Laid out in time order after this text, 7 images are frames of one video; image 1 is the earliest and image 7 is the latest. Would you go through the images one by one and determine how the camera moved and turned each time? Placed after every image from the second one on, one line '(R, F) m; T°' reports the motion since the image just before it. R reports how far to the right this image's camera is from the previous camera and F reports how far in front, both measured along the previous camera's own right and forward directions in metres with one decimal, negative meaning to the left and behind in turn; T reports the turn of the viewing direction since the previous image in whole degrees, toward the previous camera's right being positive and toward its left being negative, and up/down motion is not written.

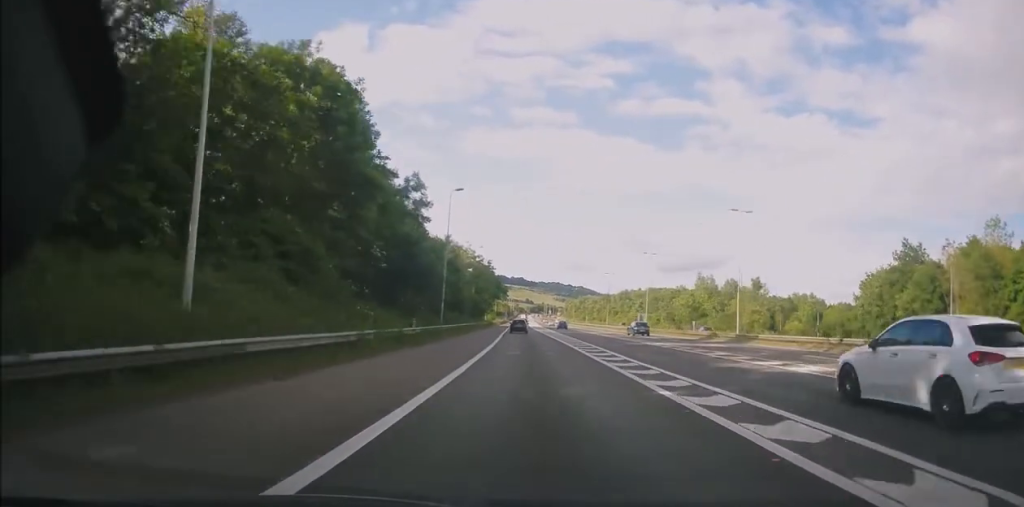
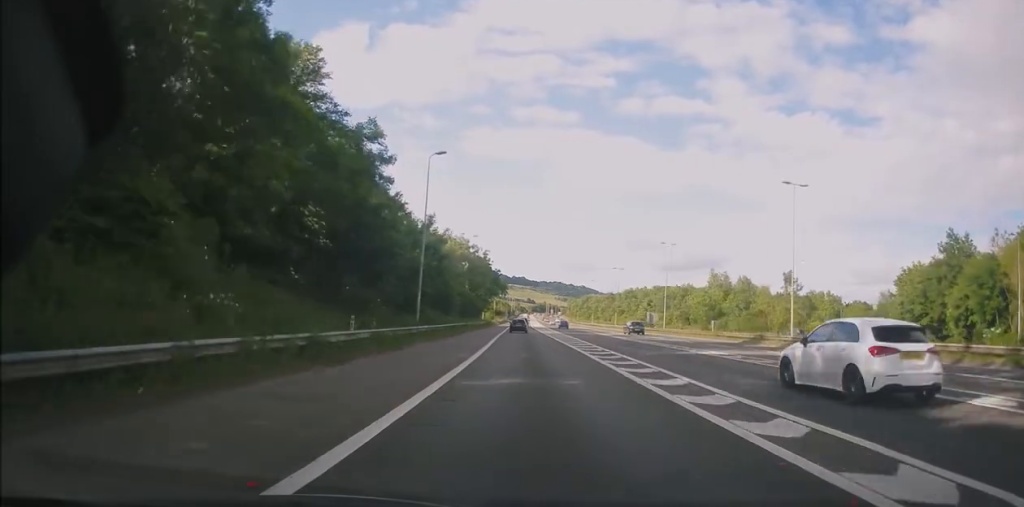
(-0.1, +11.6) m; 0°
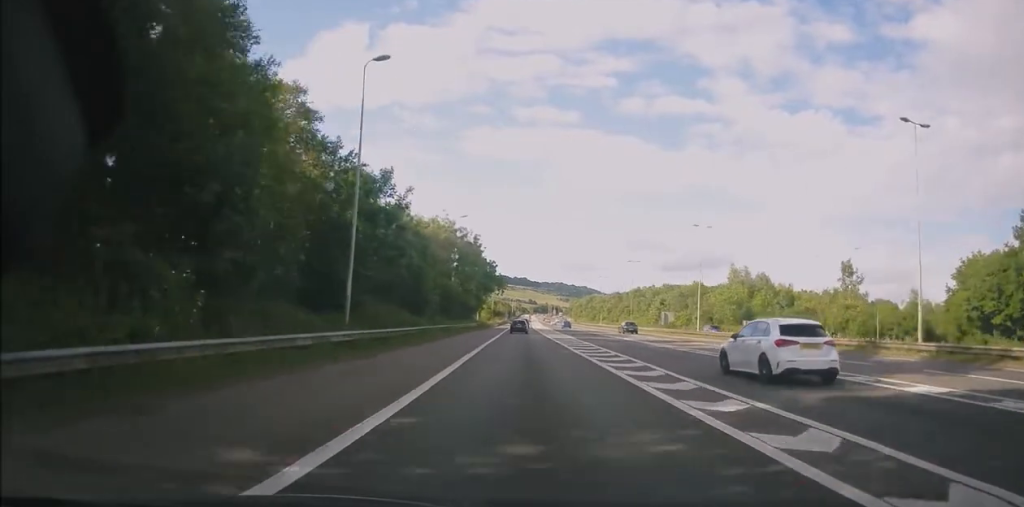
(0.0, +15.8) m; 0°
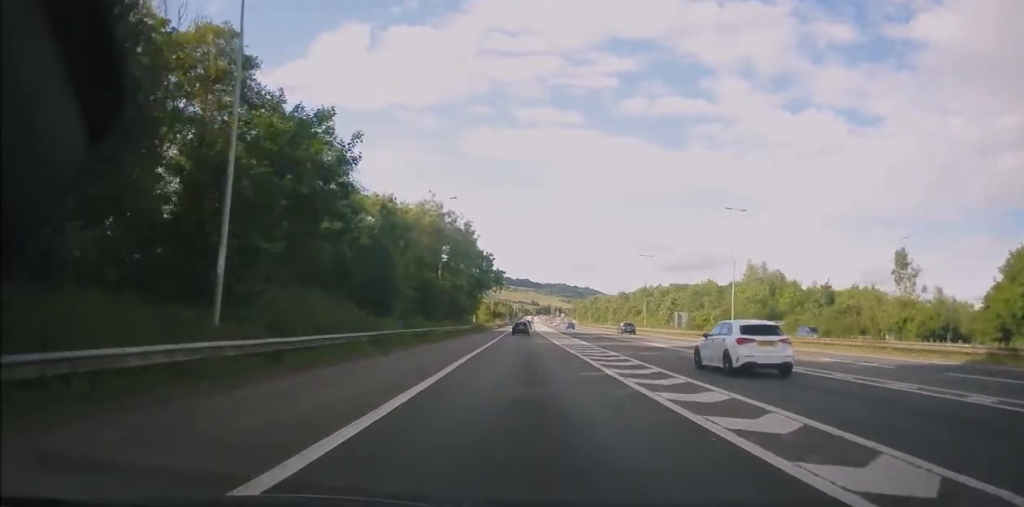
(0.0, +10.8) m; 0°
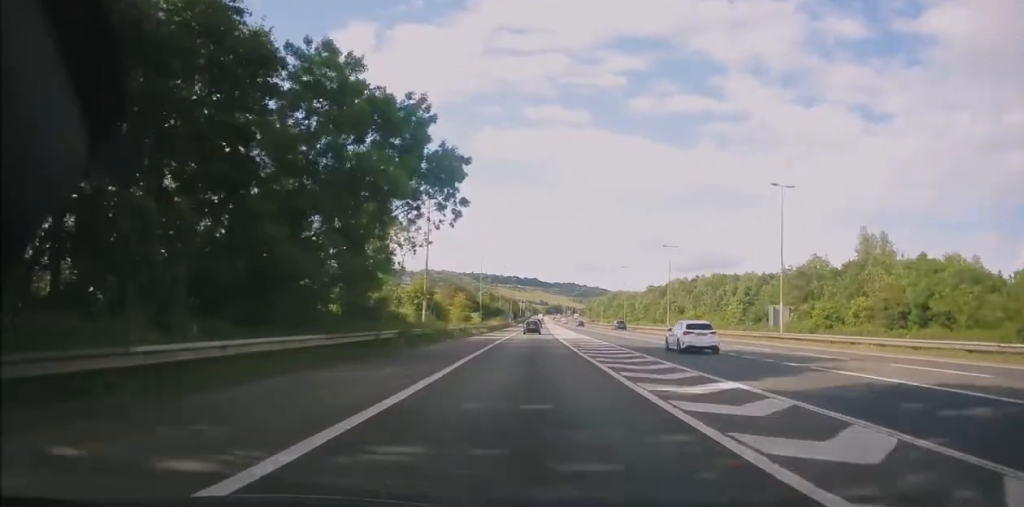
(-0.4, +50.1) m; -1°
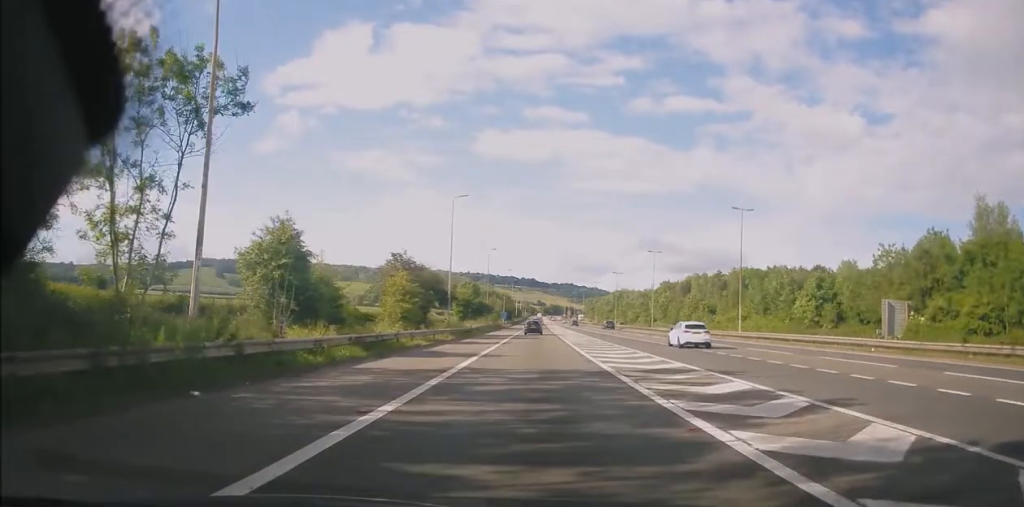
(-0.2, +30.0) m; +1°
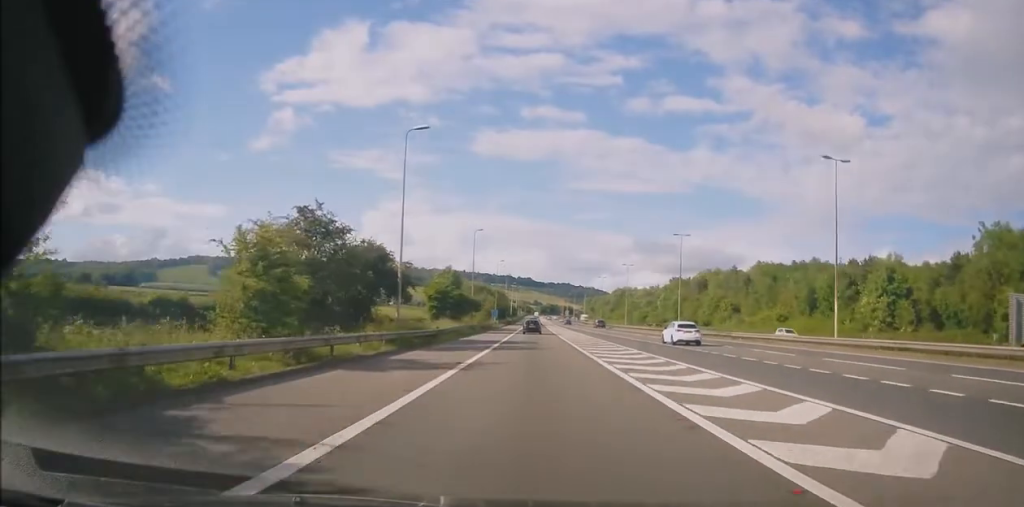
(+0.3, +18.7) m; 0°
